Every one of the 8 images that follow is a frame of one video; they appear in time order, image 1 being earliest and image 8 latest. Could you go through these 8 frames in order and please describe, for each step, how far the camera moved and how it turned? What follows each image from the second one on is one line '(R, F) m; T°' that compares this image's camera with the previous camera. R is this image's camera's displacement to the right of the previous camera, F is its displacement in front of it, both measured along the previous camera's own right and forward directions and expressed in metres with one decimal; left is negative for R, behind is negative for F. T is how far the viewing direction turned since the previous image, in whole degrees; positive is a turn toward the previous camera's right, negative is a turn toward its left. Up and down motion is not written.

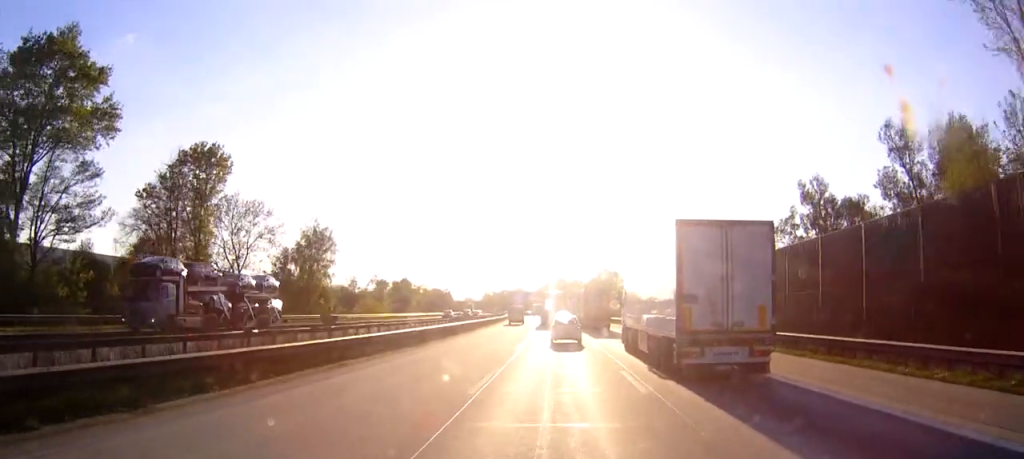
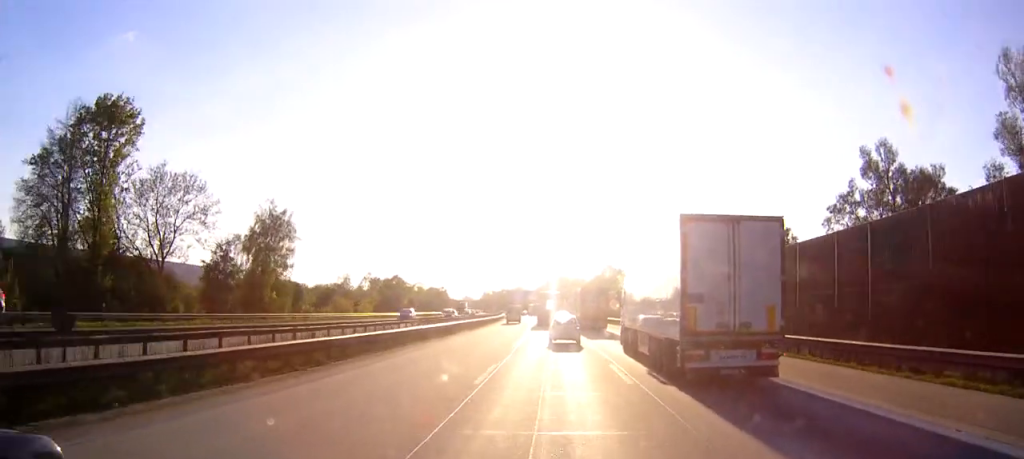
(-0.1, +15.5) m; 0°
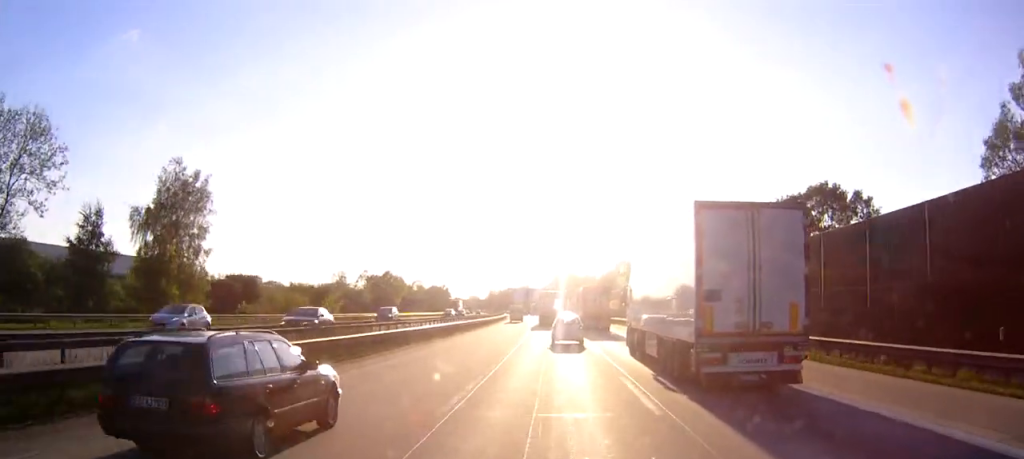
(-0.2, +22.8) m; -1°
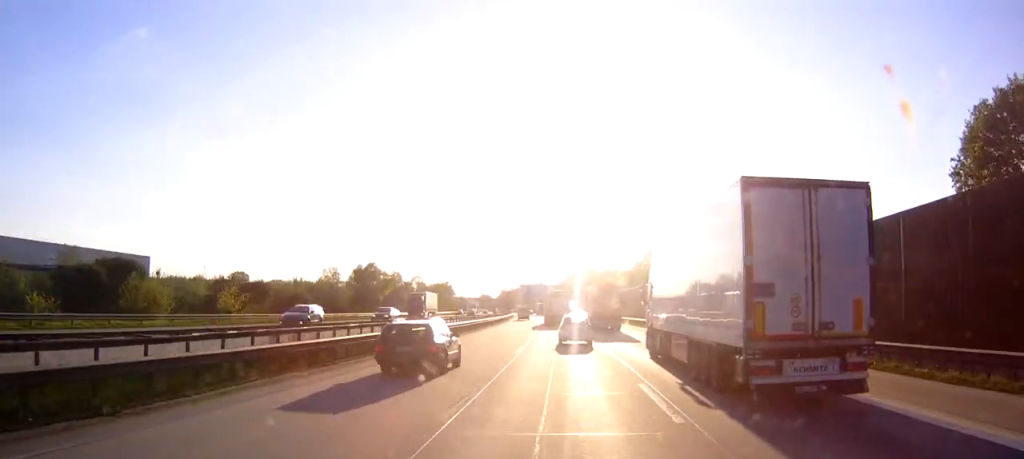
(-0.4, +37.2) m; -1°
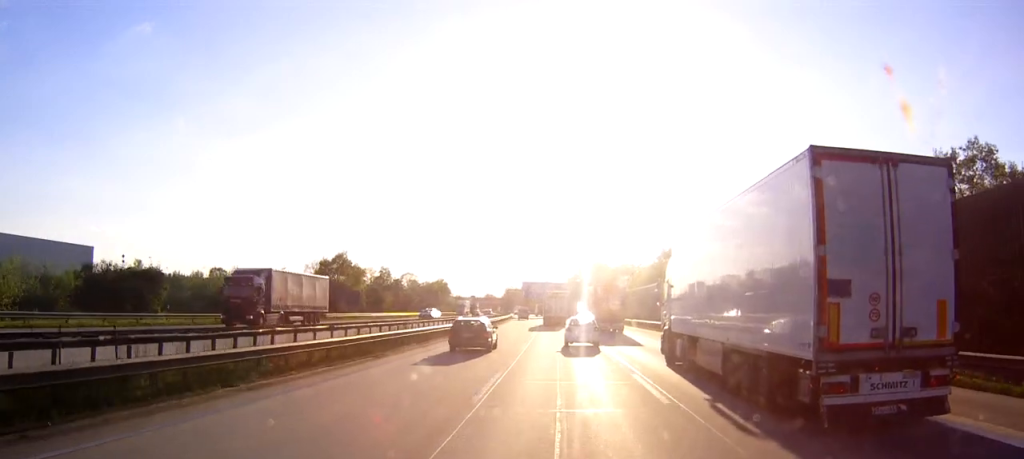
(-0.4, +33.0) m; -1°
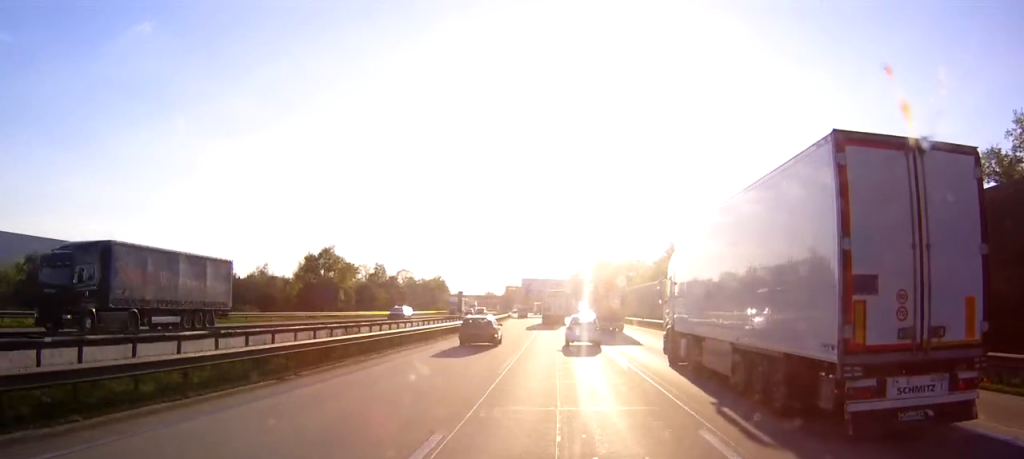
(-0.1, +9.9) m; 0°
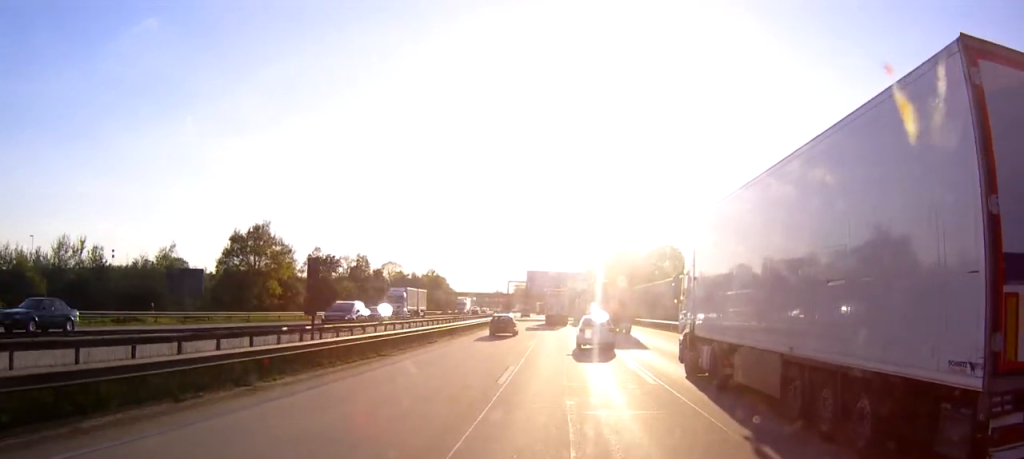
(-0.2, +40.4) m; 0°
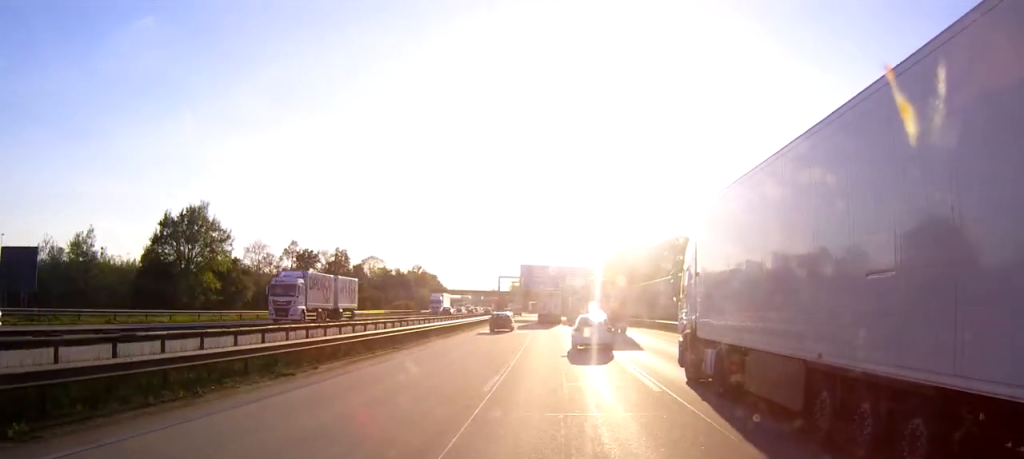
(+0.1, +20.6) m; 0°
